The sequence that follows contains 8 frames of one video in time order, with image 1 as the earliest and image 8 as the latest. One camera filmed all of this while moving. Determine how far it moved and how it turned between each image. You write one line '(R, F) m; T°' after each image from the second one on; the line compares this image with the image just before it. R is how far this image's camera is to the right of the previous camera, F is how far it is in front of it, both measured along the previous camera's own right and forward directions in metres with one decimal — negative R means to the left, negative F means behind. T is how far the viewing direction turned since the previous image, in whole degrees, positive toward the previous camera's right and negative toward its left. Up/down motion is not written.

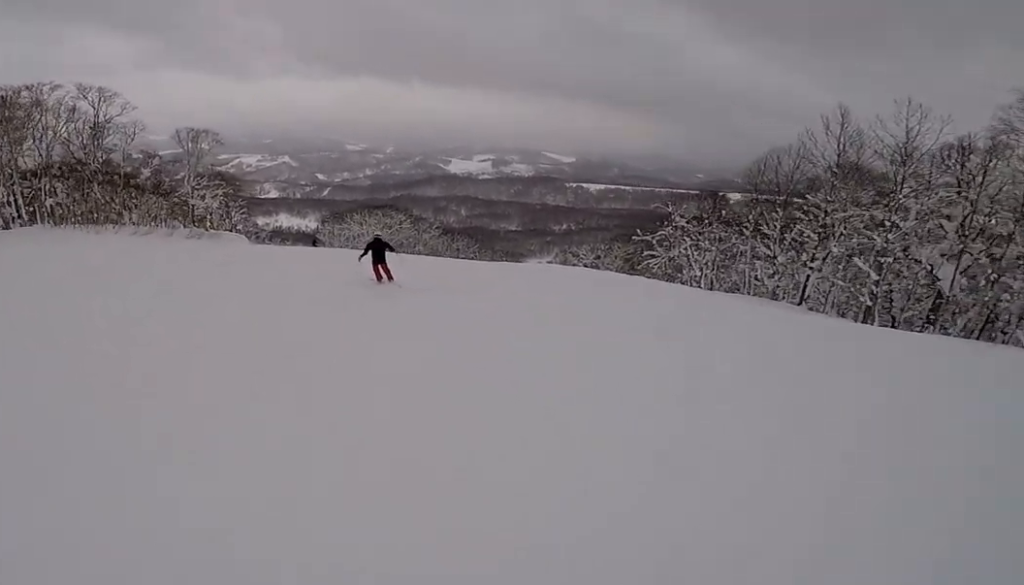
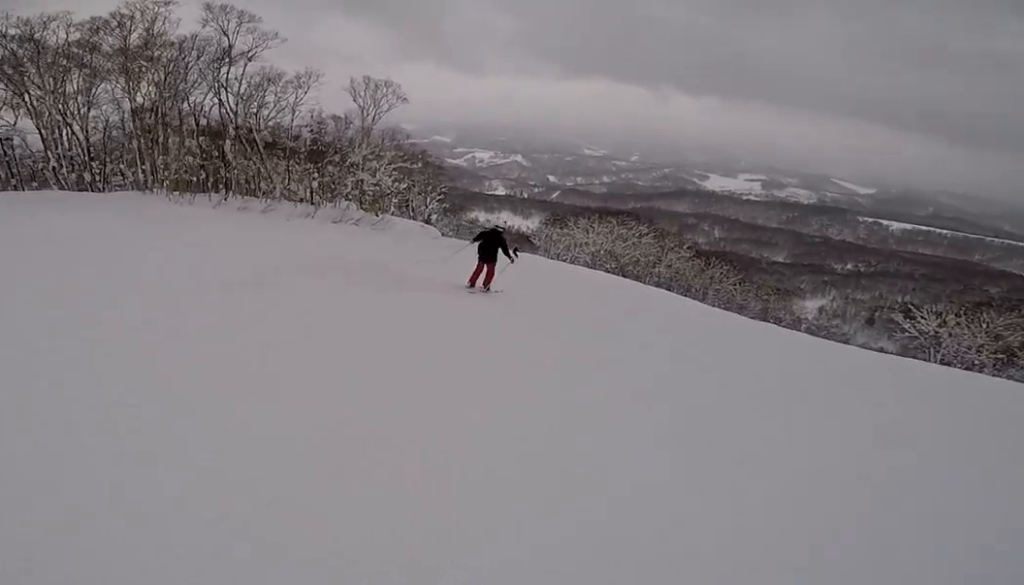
(-4.5, +20.0) m; -17°
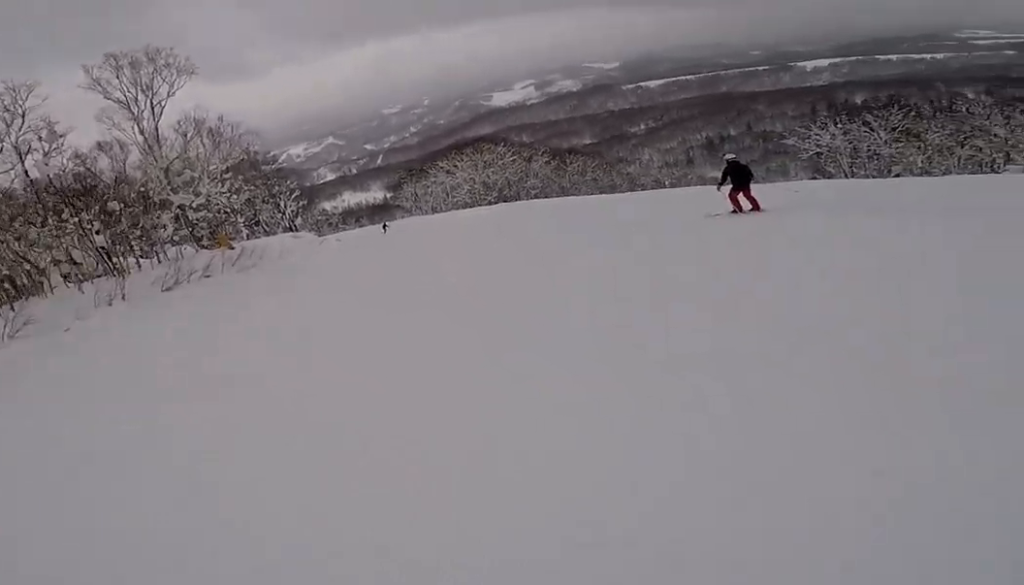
(-0.1, +17.7) m; +11°
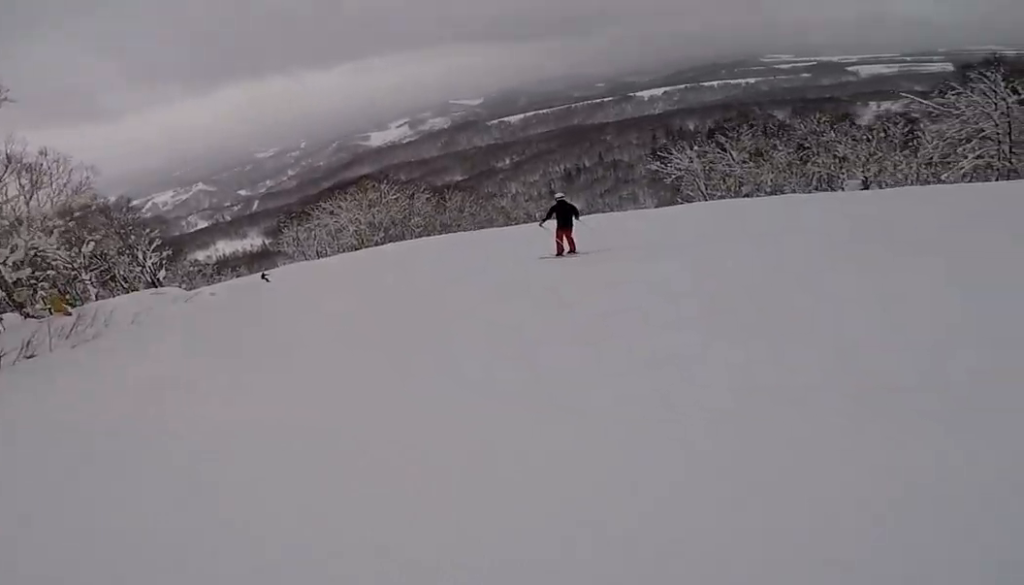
(+0.8, +4.9) m; +10°
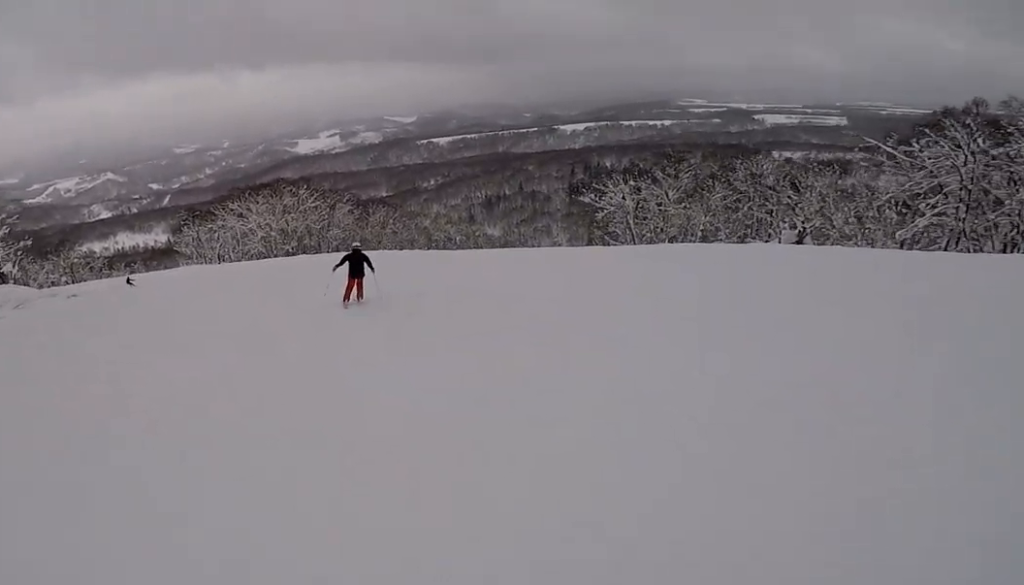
(+1.4, +8.3) m; +10°
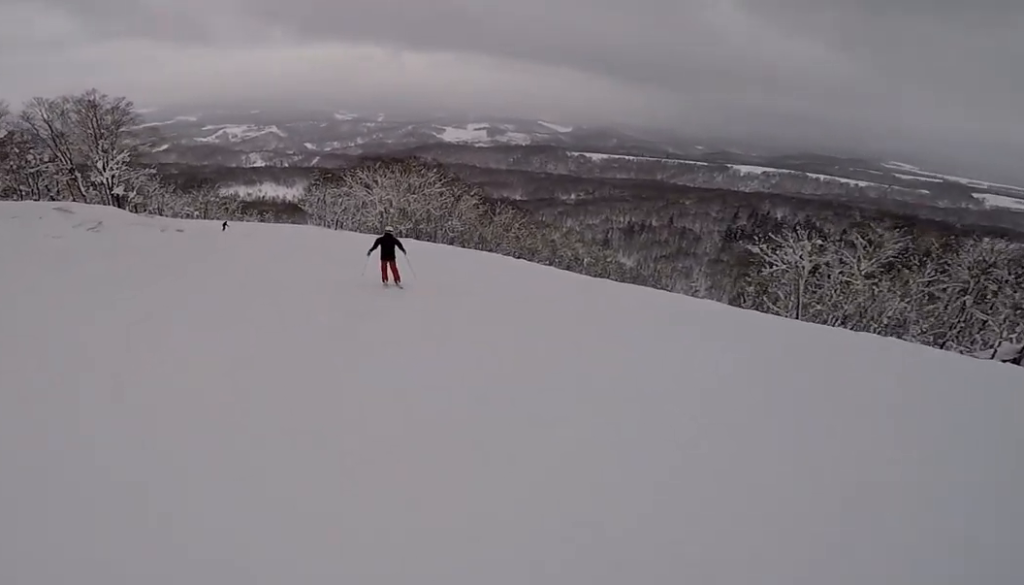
(+0.9, +6.1) m; -2°
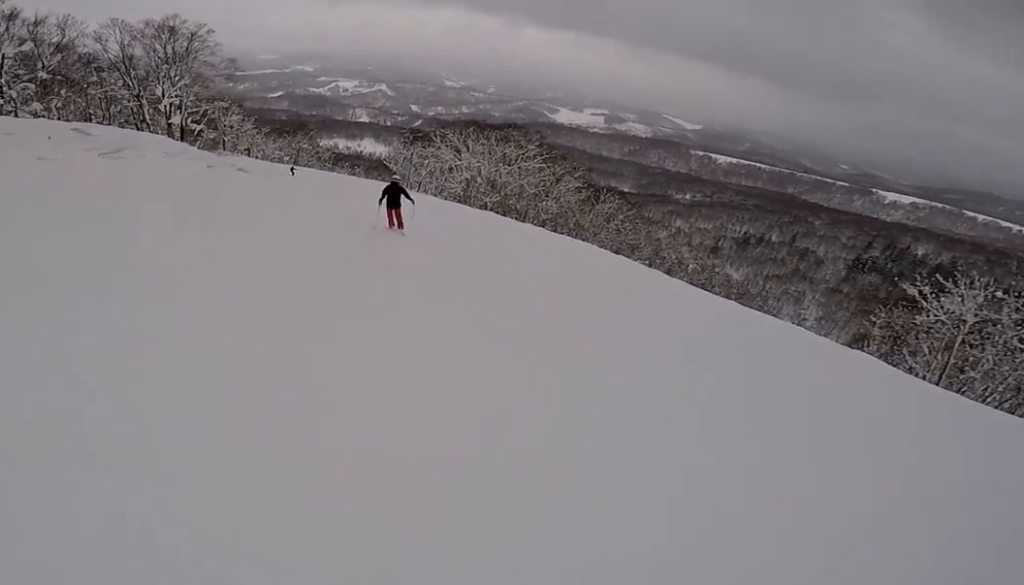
(-1.2, +7.1) m; -20°
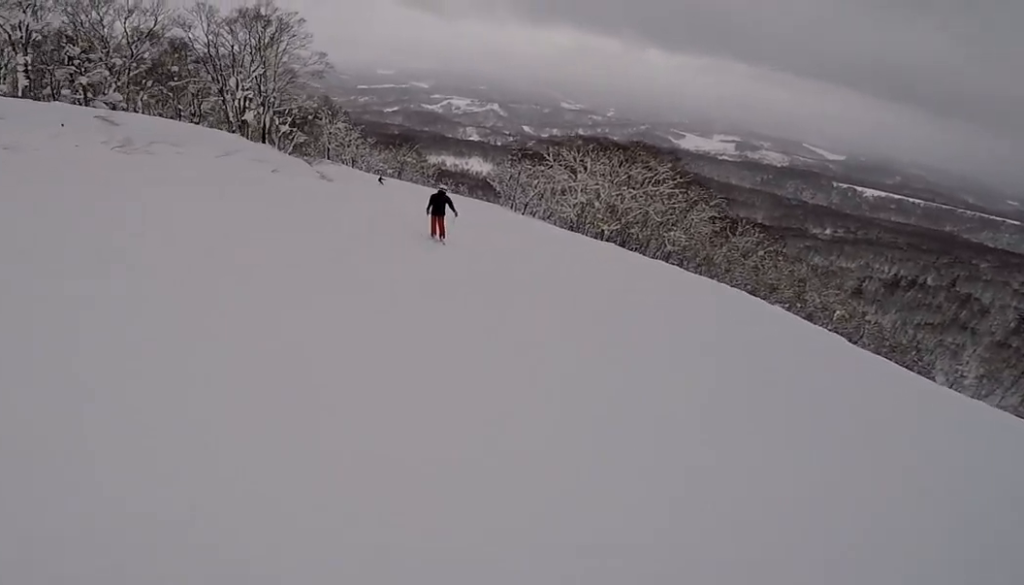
(-1.9, +8.1) m; -12°
